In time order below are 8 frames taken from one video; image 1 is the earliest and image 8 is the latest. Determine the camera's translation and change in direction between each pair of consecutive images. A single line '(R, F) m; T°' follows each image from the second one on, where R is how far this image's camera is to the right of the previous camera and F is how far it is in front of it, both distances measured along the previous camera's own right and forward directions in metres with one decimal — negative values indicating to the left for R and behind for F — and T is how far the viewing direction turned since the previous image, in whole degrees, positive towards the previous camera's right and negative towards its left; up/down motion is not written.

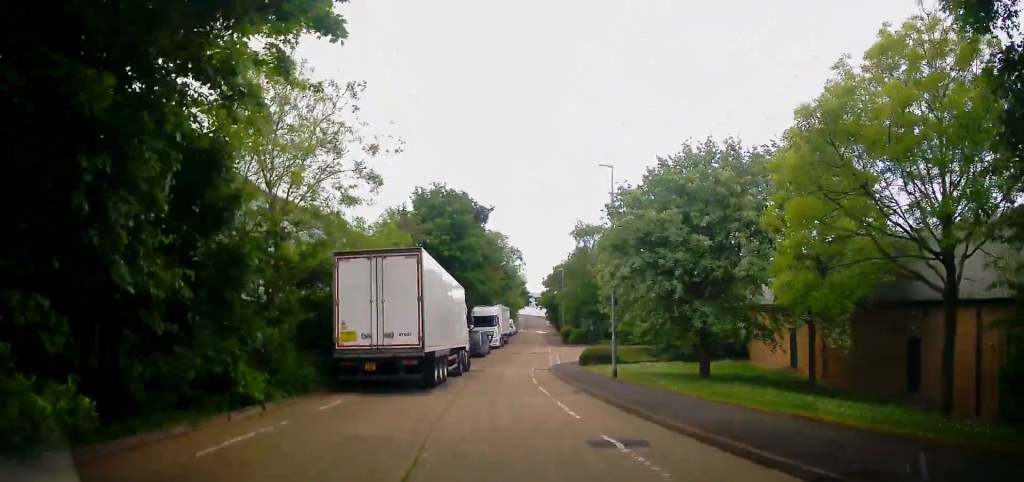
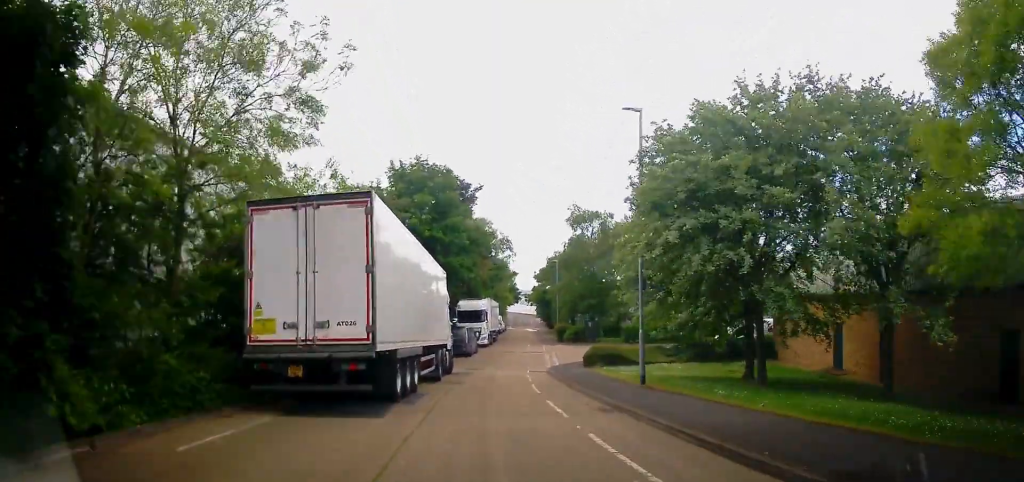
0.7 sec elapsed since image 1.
(+0.1, +5.7) m; +2°
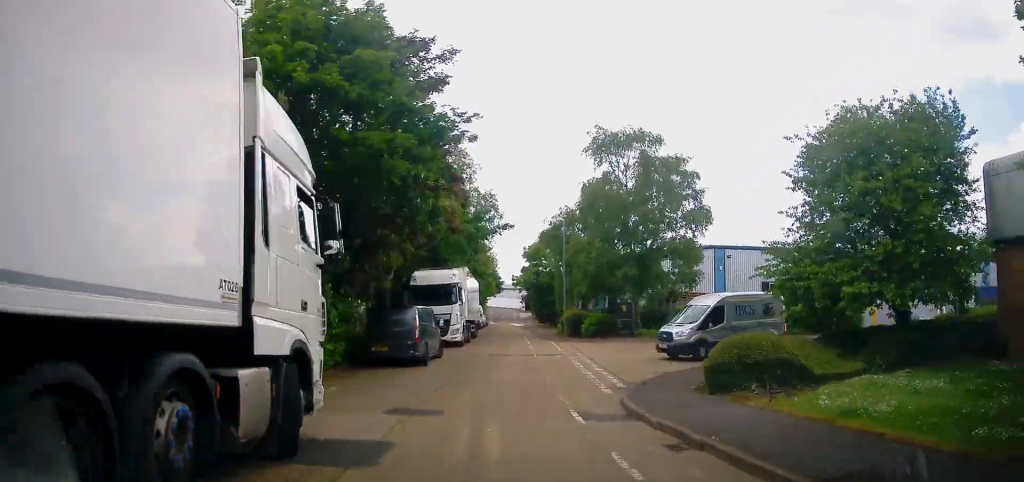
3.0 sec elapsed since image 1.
(+0.2, +19.6) m; +1°
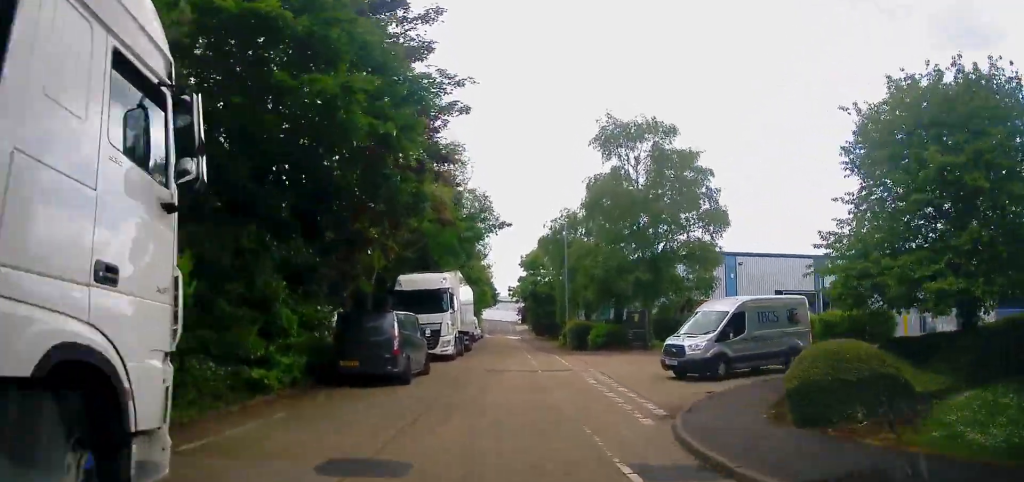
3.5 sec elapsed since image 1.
(0.0, +3.8) m; 0°
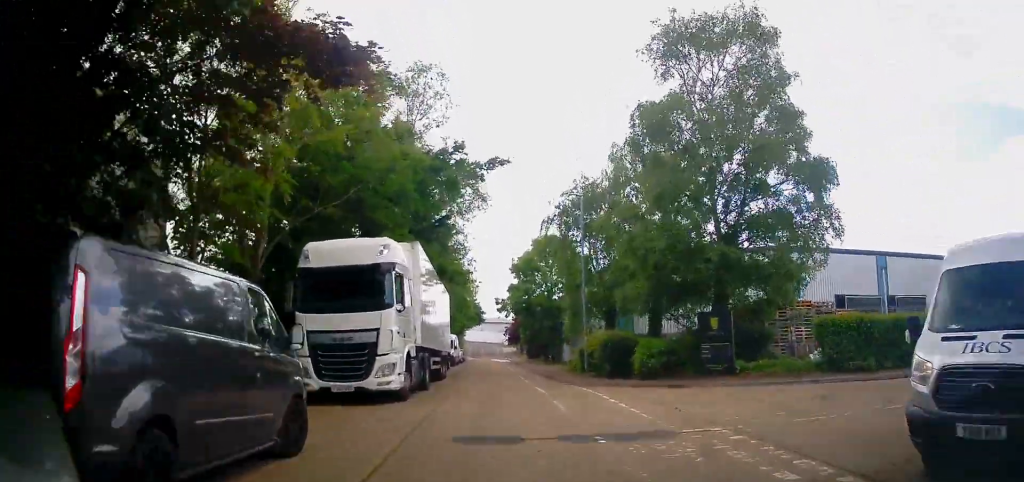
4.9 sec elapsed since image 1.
(0.0, +12.0) m; 0°
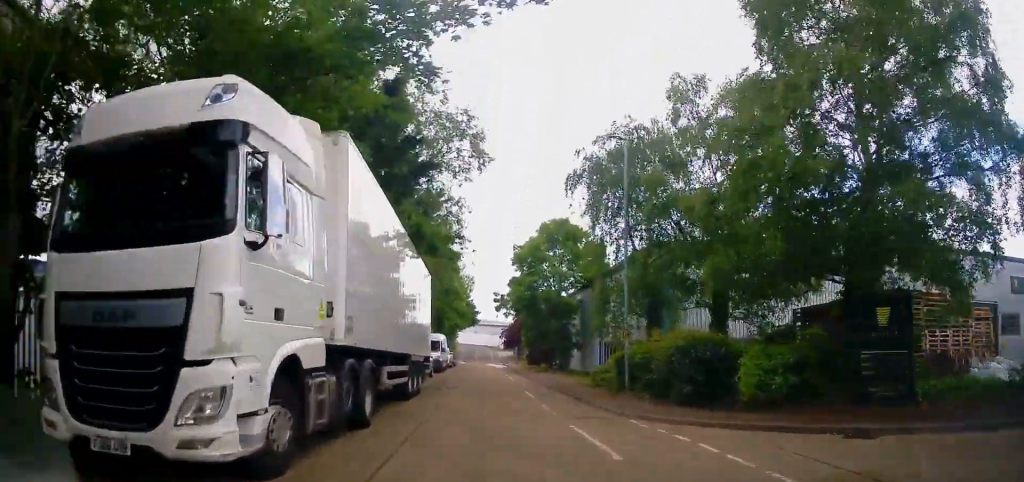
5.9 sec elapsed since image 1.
(+0.1, +8.8) m; +1°
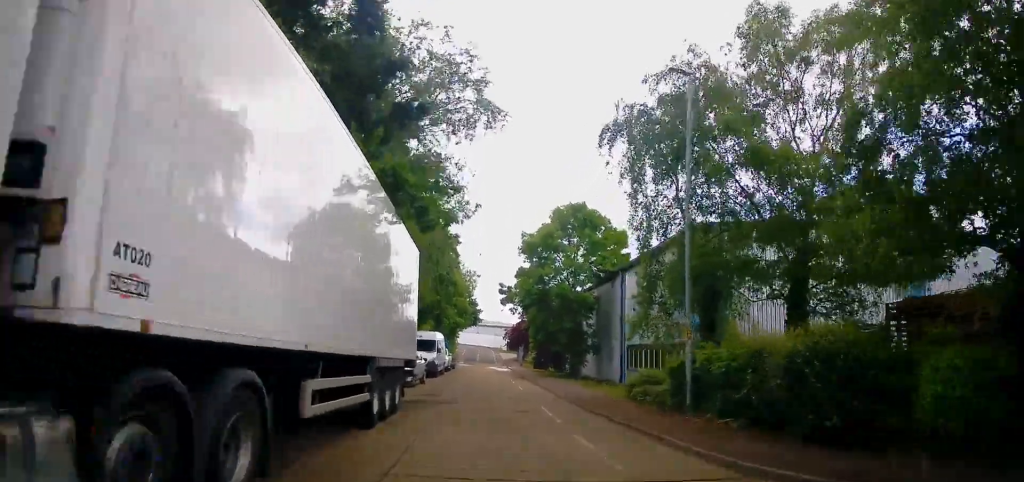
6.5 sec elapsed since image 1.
(+0.2, +5.4) m; -1°
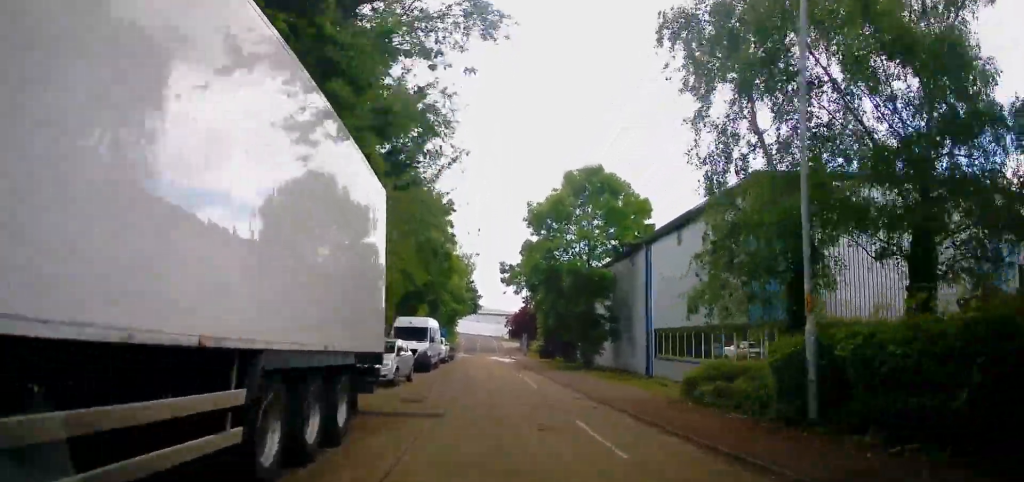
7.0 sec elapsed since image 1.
(-0.2, +5.4) m; +1°
